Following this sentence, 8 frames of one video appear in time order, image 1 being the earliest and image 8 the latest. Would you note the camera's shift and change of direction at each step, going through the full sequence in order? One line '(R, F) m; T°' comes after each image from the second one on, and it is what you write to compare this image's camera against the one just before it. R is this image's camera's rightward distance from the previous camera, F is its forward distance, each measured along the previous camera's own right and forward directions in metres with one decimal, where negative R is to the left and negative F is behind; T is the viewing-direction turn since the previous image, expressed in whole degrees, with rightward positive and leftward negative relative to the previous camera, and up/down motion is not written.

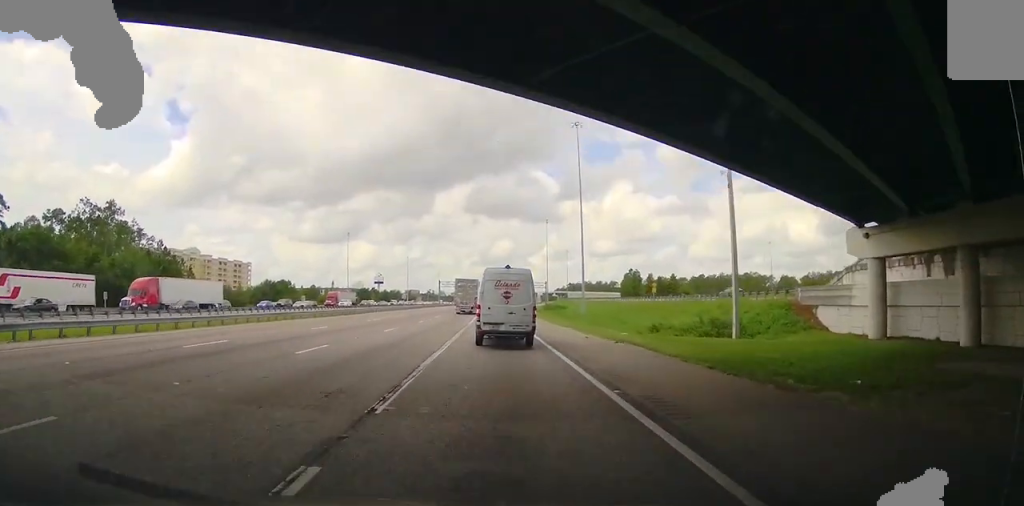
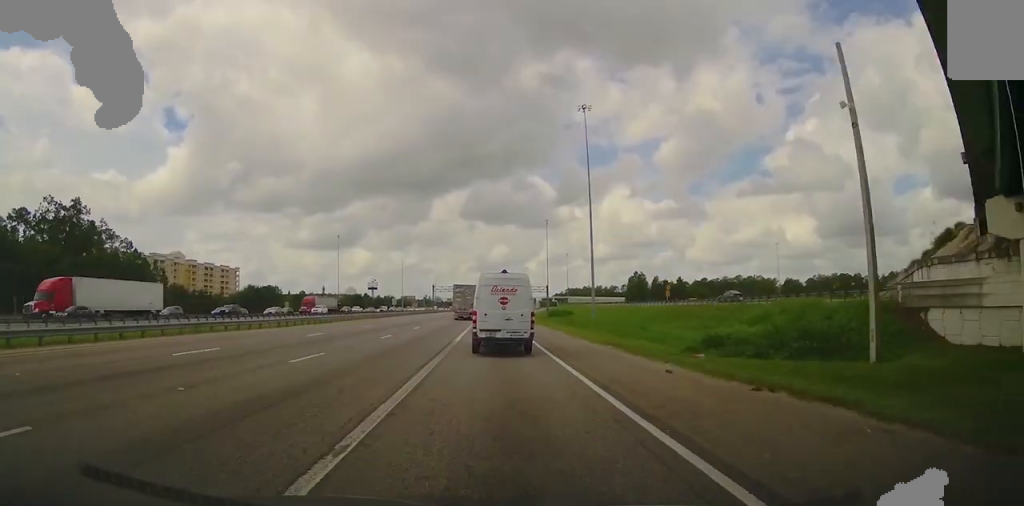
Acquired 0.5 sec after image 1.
(0.0, +13.1) m; 0°
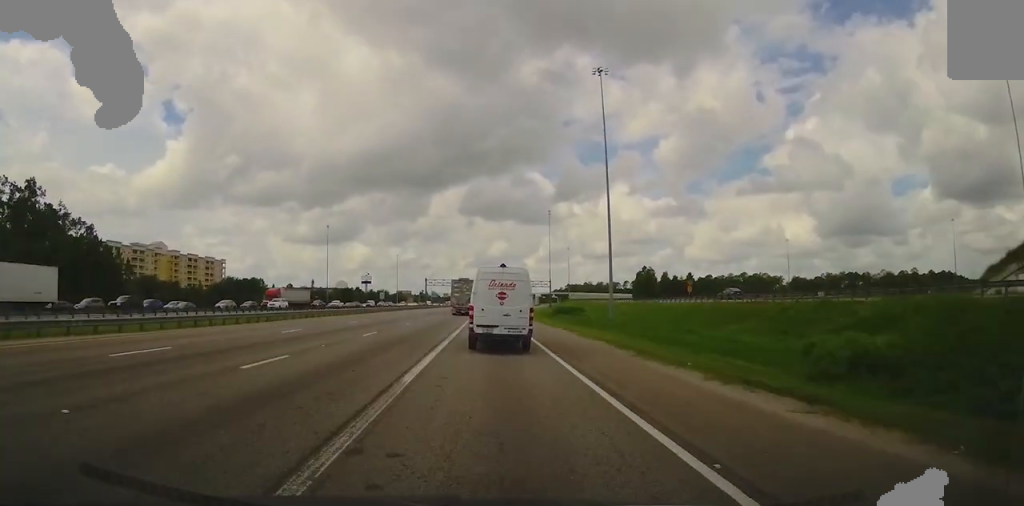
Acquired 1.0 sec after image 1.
(0.0, +15.6) m; 0°
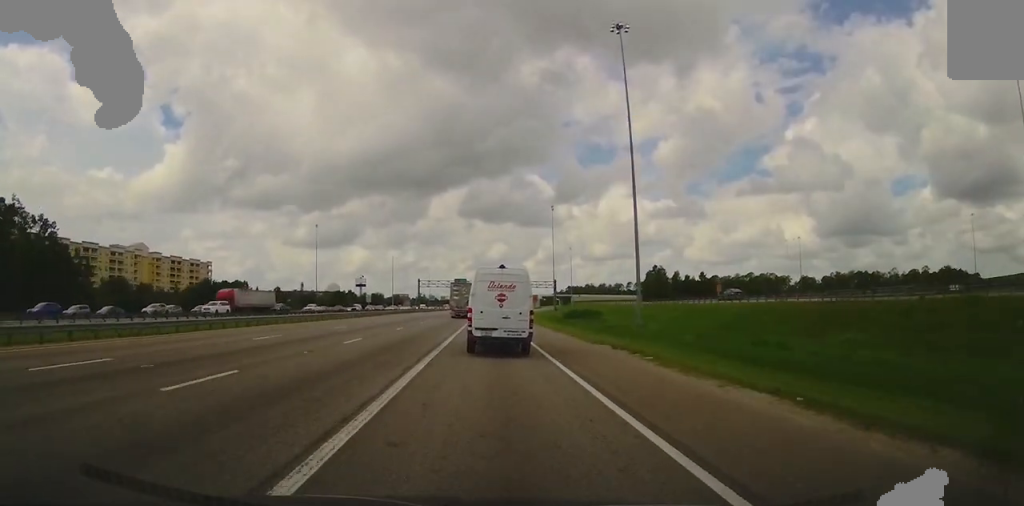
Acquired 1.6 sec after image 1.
(0.0, +15.2) m; 0°
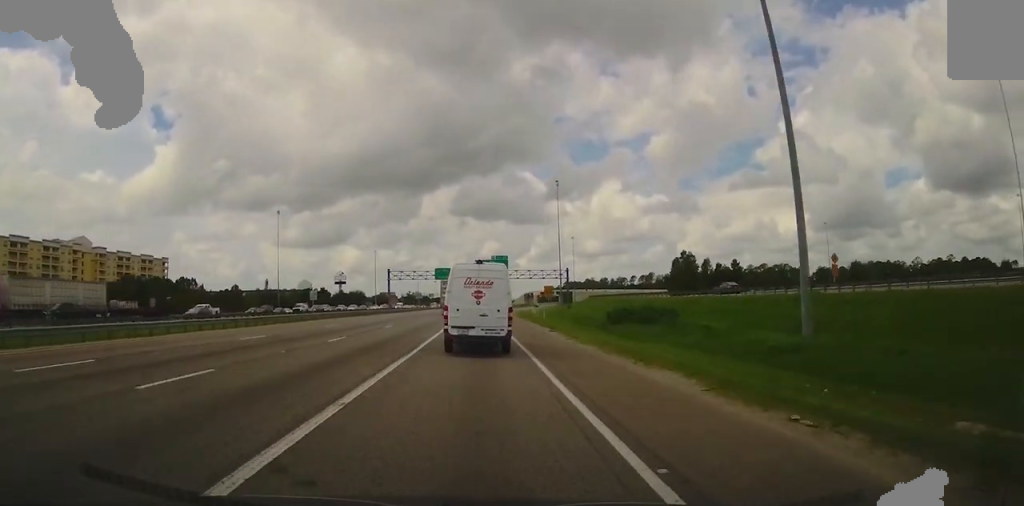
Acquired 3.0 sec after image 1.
(+0.2, +35.9) m; +1°
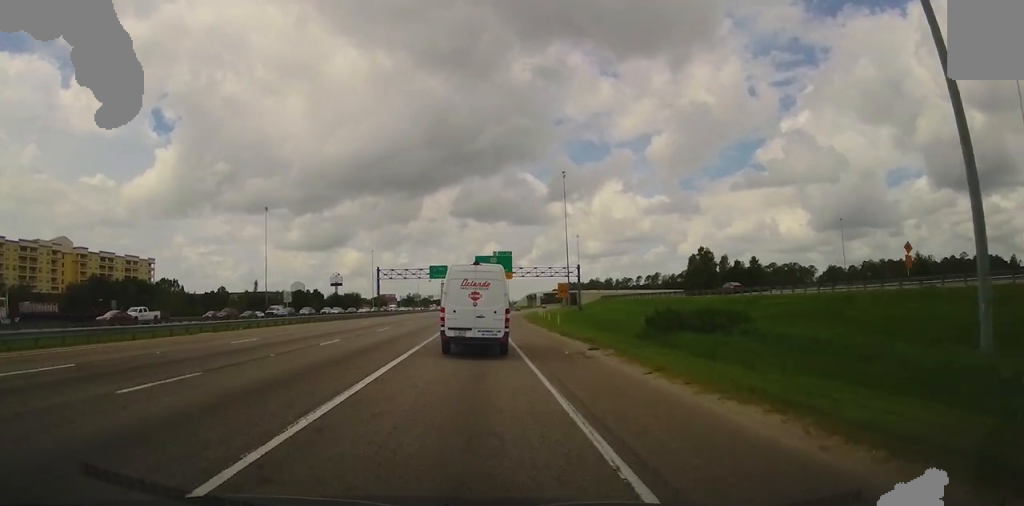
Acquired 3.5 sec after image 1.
(0.0, +12.5) m; 0°
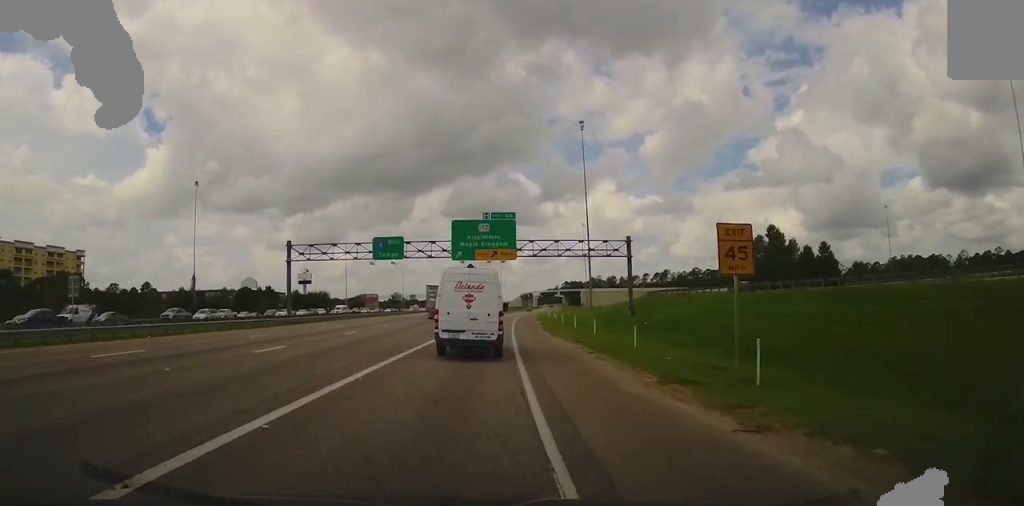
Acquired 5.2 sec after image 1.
(0.0, +42.9) m; 0°
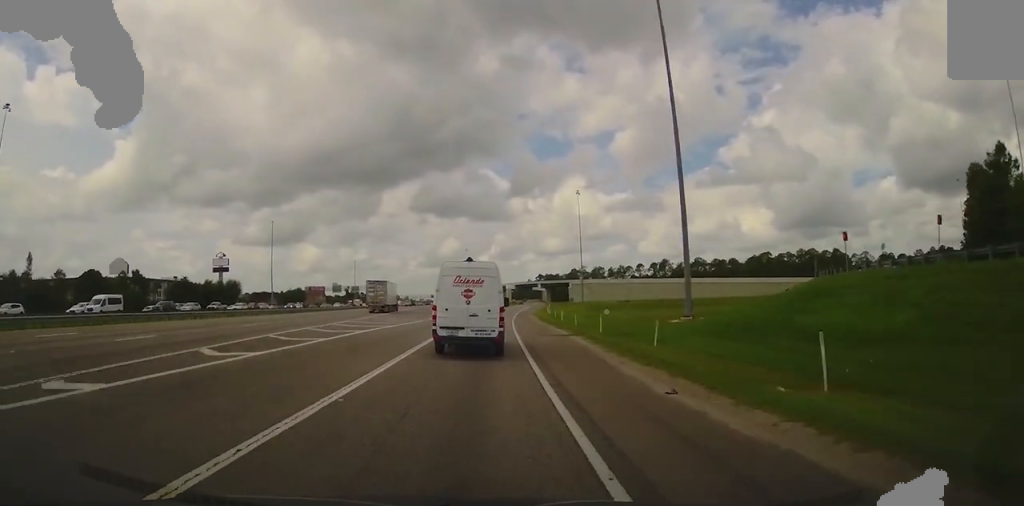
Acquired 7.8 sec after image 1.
(+2.6, +63.5) m; +5°
